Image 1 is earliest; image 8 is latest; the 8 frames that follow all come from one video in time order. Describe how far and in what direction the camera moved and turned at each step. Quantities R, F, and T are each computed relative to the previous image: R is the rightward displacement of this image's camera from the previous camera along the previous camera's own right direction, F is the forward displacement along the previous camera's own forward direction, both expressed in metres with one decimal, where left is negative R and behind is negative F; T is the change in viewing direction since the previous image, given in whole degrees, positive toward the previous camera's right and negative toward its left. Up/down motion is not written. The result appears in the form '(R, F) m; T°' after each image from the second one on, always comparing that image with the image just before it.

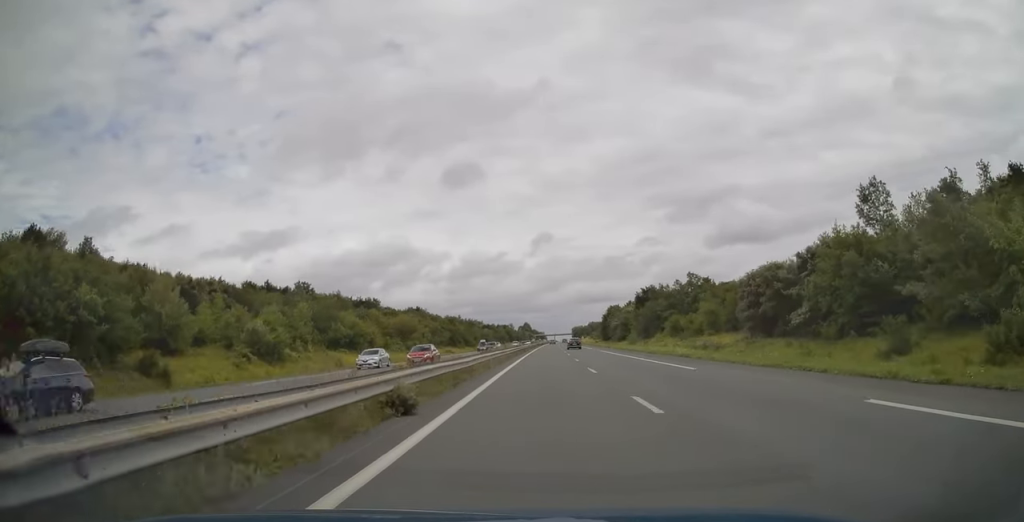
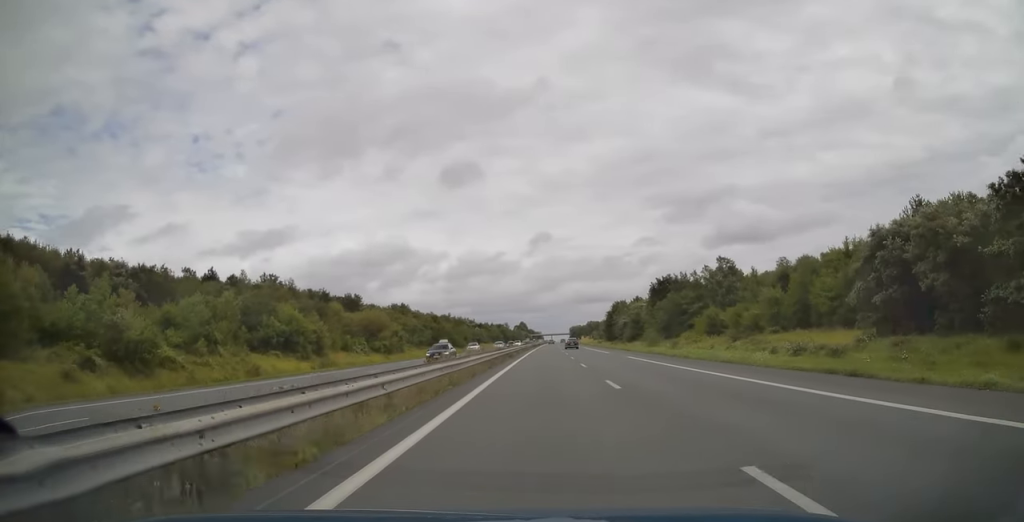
(0.0, +20.4) m; 0°
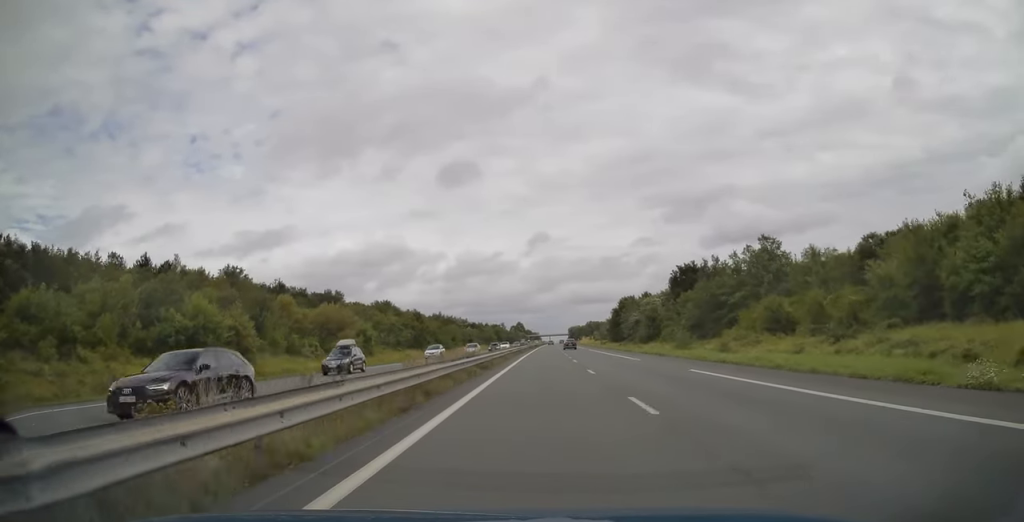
(-0.1, +18.3) m; 0°
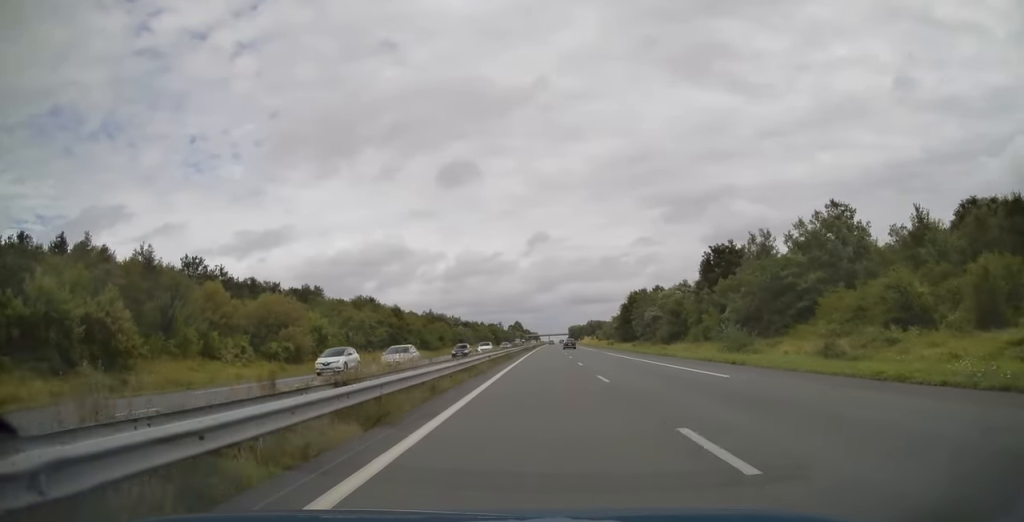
(+0.1, +17.7) m; 0°
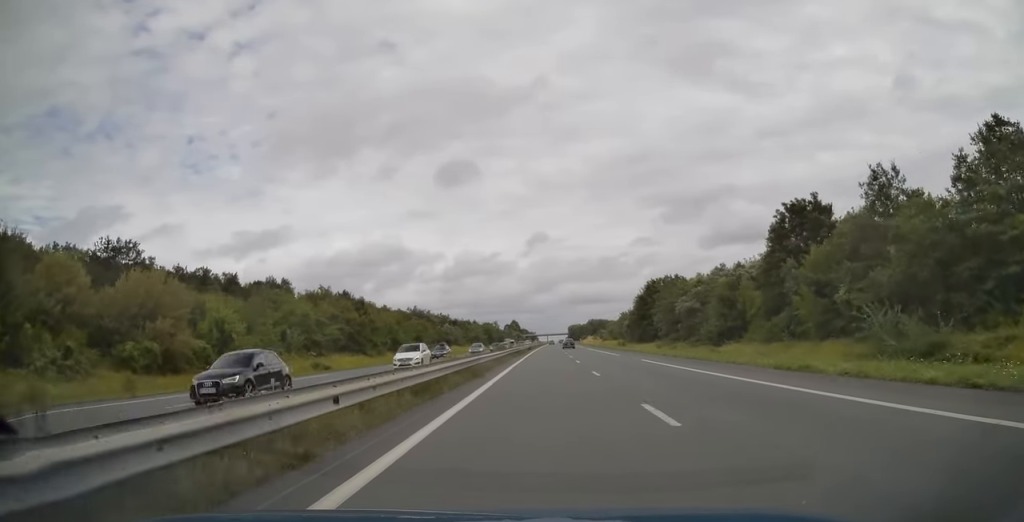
(+0.1, +22.6) m; 0°
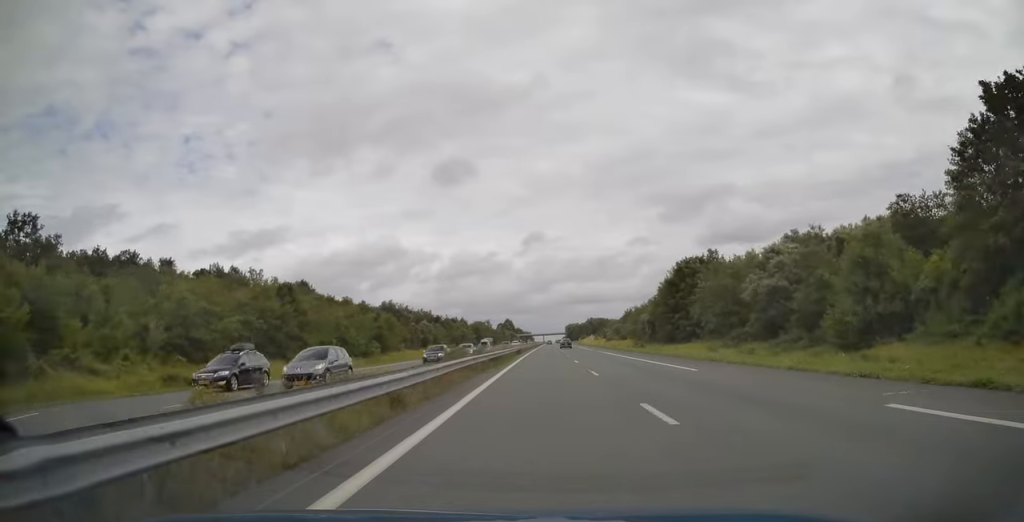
(-0.2, +25.9) m; 0°
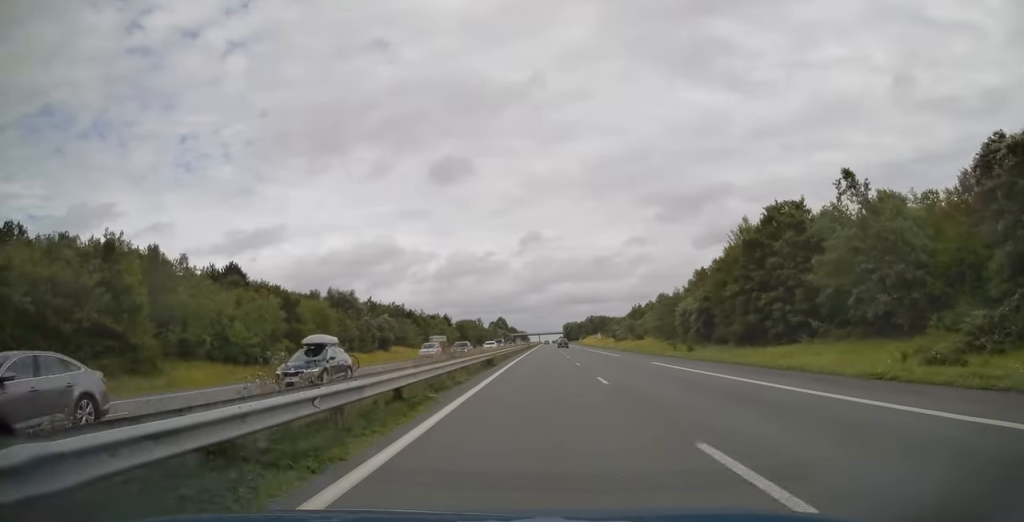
(+0.3, +30.7) m; +1°
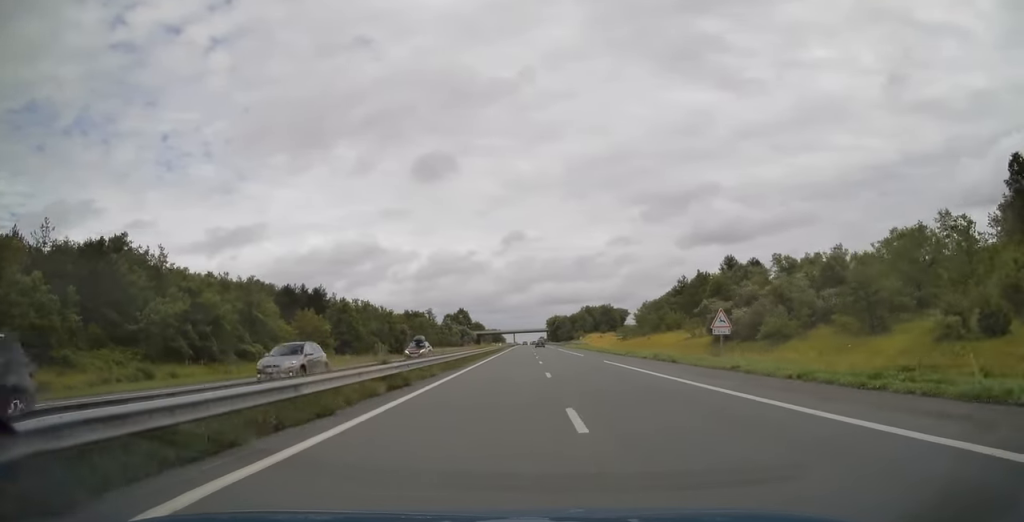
(+1.2, +99.7) m; +2°
